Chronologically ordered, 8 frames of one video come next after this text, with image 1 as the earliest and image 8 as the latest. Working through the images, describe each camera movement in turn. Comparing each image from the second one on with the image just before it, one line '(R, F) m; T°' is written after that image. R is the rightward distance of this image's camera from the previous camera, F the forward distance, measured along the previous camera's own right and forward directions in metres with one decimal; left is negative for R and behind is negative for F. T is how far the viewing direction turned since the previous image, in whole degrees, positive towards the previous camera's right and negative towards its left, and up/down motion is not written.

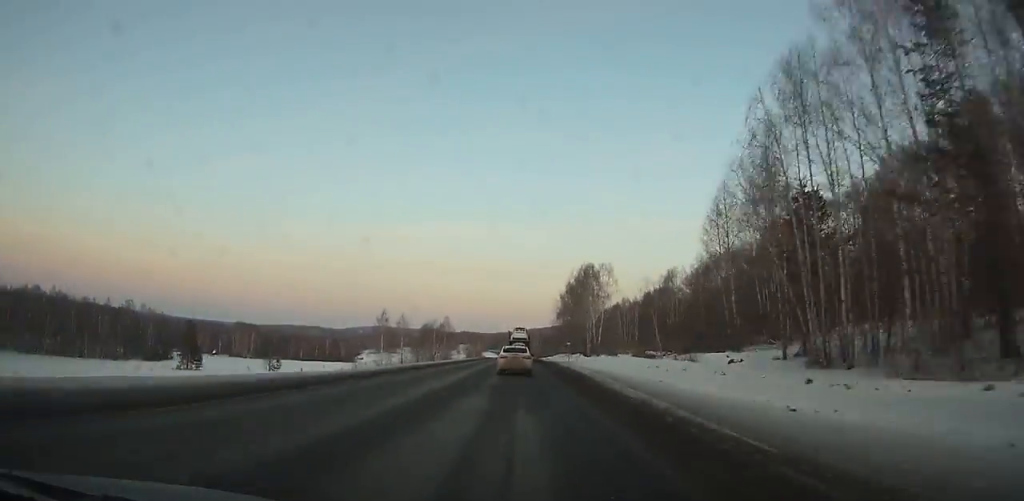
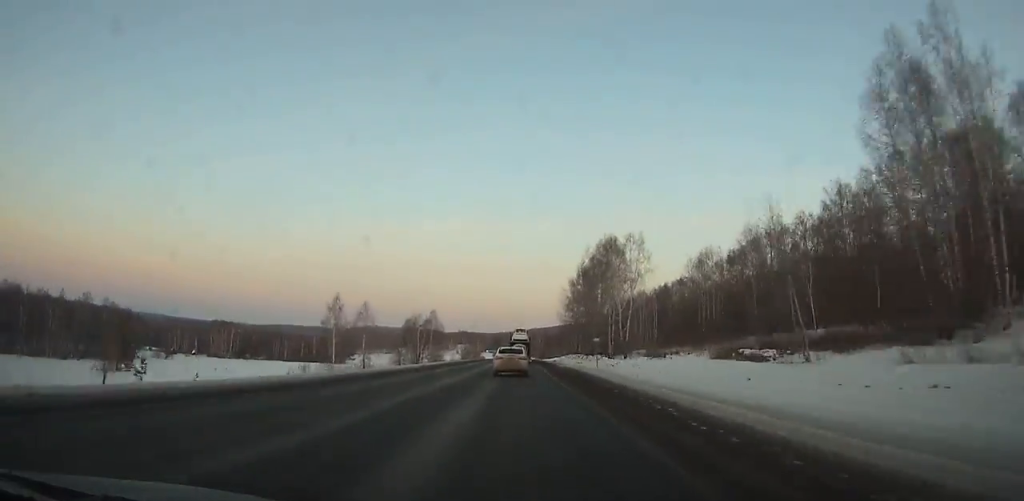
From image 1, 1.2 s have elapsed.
(+0.1, +27.1) m; 0°
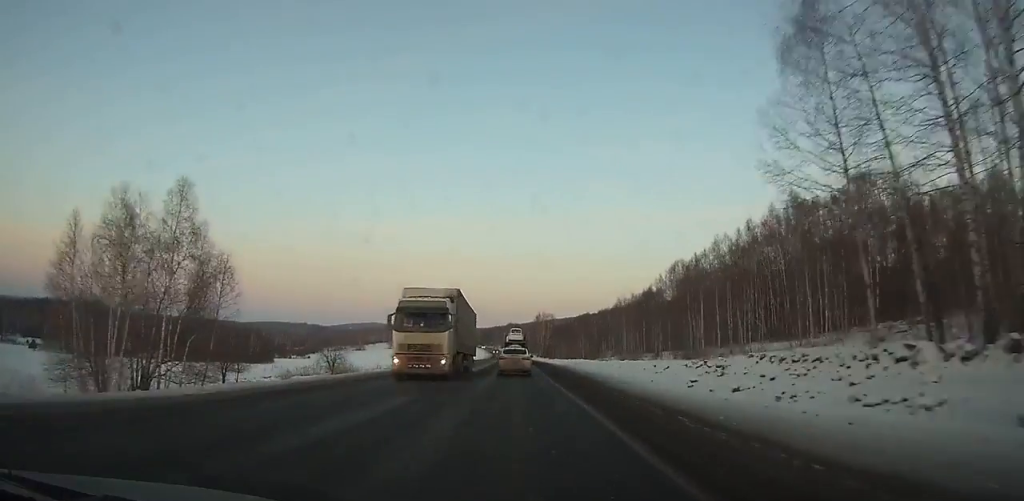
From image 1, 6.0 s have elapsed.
(+0.7, +109.0) m; 0°
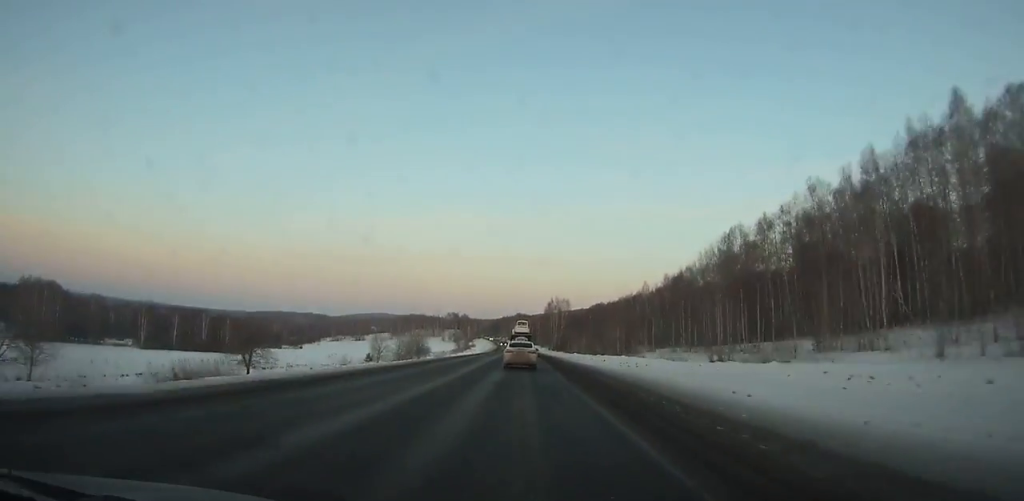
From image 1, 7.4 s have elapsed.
(-0.1, +32.2) m; 0°
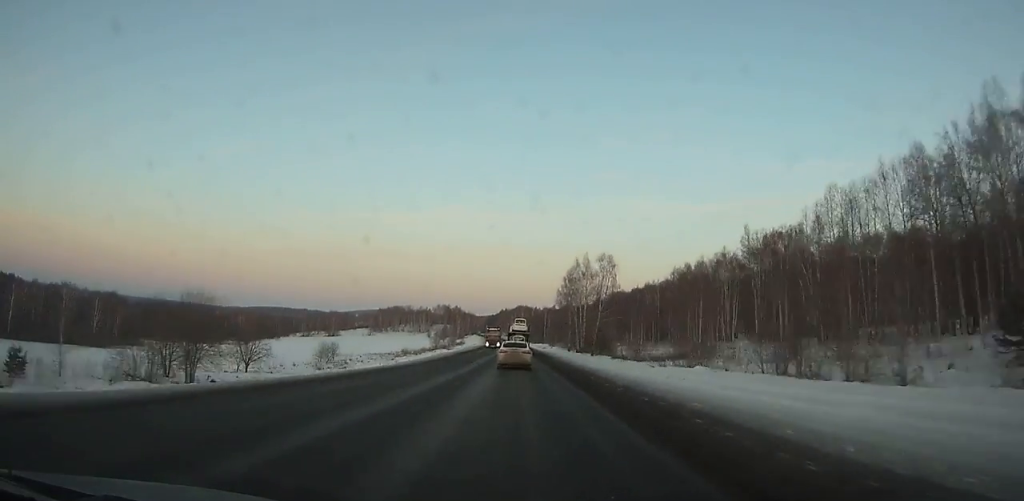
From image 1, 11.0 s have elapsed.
(-0.4, +83.3) m; -1°
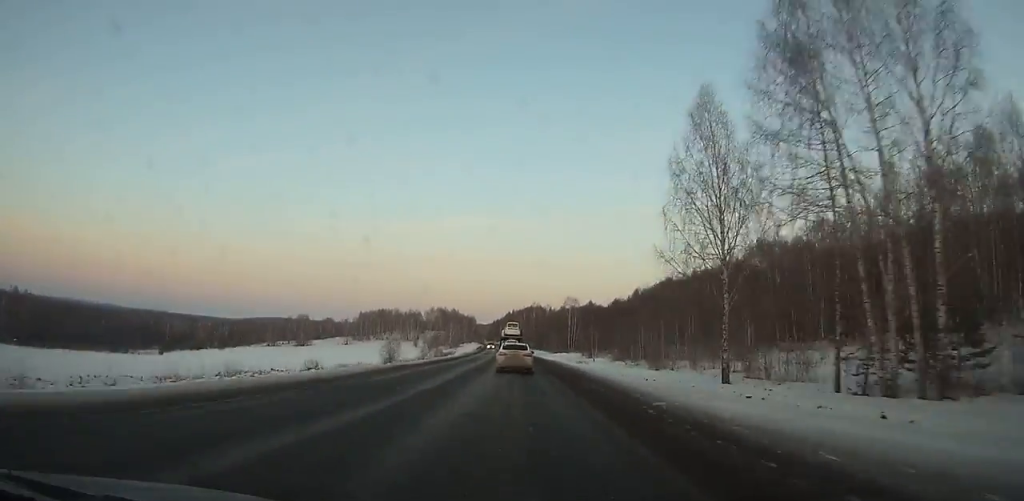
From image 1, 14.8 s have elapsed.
(-1.2, +88.1) m; -2°
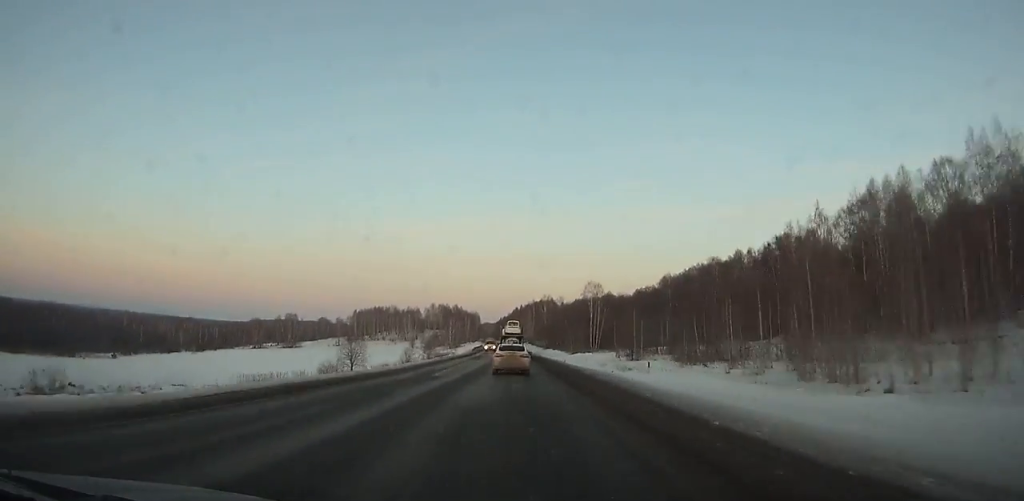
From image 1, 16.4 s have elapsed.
(-0.4, +36.9) m; -1°
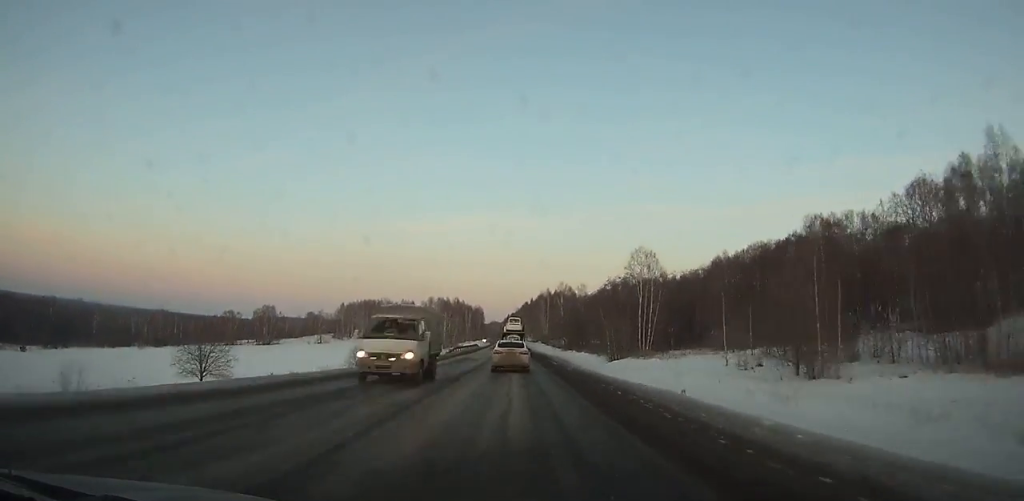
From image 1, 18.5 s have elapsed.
(-0.3, +48.2) m; -1°
